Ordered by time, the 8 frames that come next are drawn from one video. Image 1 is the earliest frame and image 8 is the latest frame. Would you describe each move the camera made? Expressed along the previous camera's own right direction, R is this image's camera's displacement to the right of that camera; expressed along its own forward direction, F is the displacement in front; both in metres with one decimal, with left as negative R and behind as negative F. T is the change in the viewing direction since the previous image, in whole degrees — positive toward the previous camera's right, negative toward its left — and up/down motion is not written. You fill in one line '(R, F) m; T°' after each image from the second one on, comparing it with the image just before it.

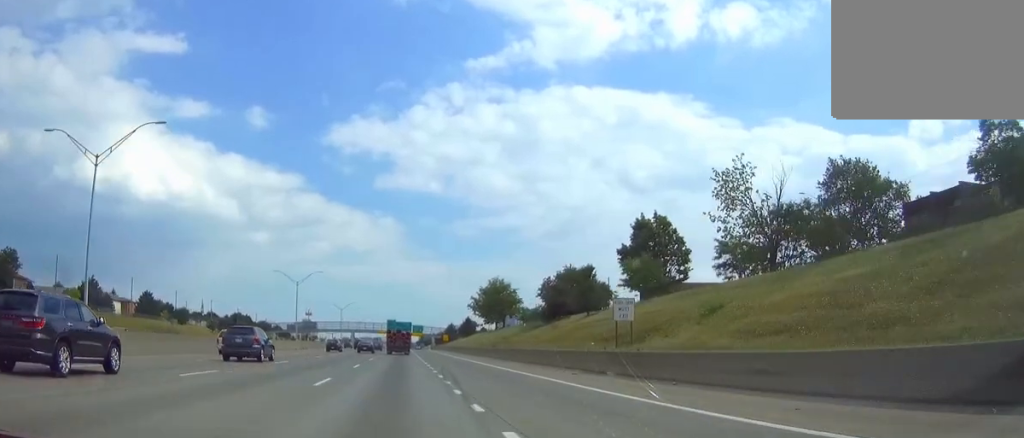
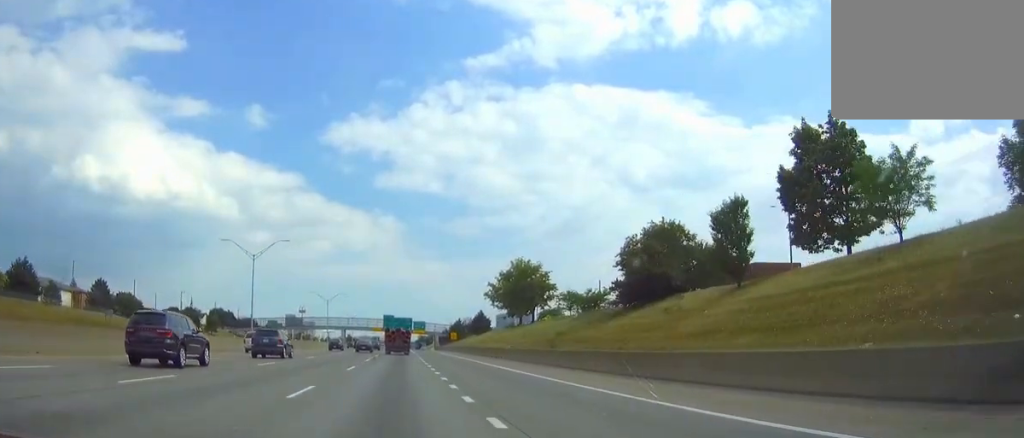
(+0.1, +35.0) m; 0°
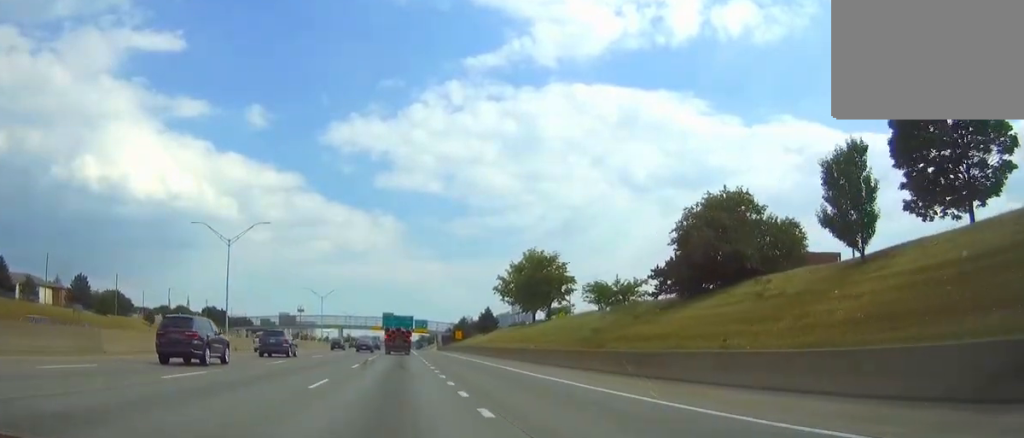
(0.0, +12.1) m; 0°
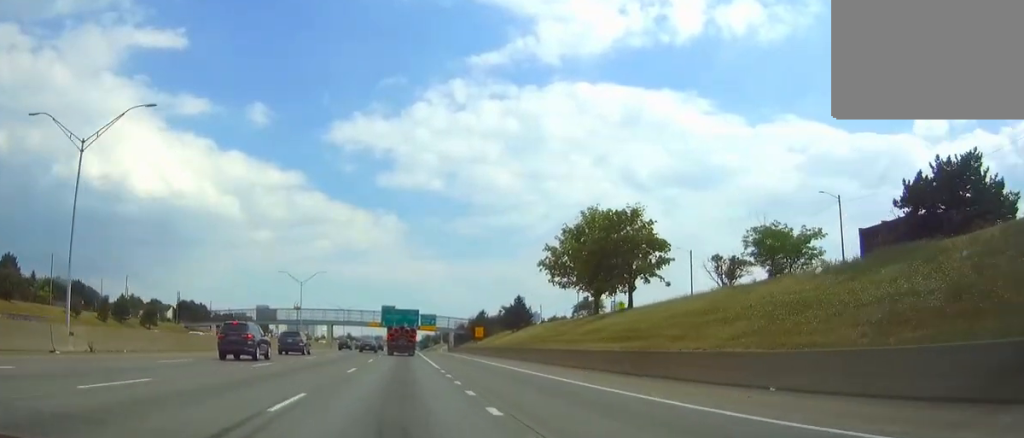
(0.0, +35.6) m; 0°
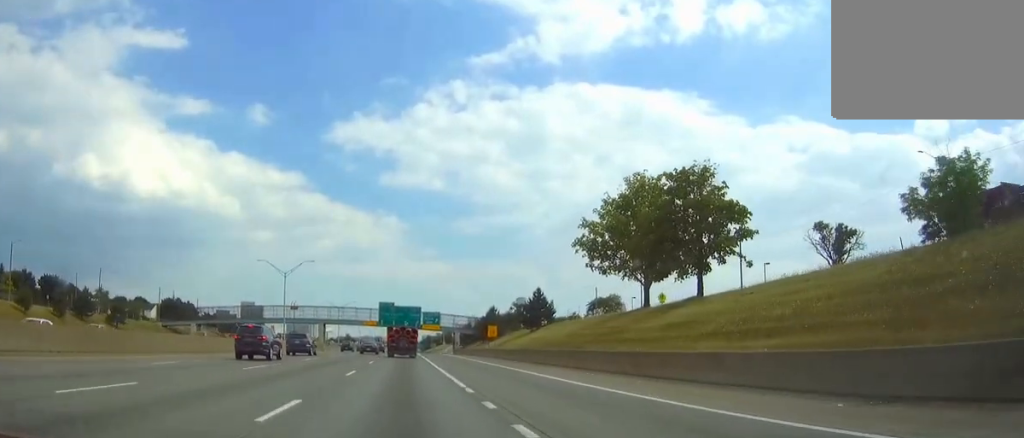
(0.0, +16.6) m; 0°
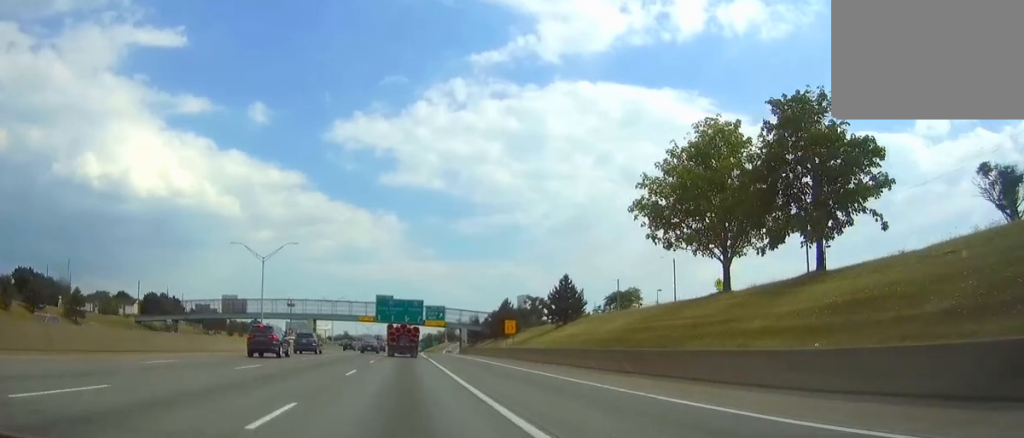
(0.0, +16.0) m; 0°
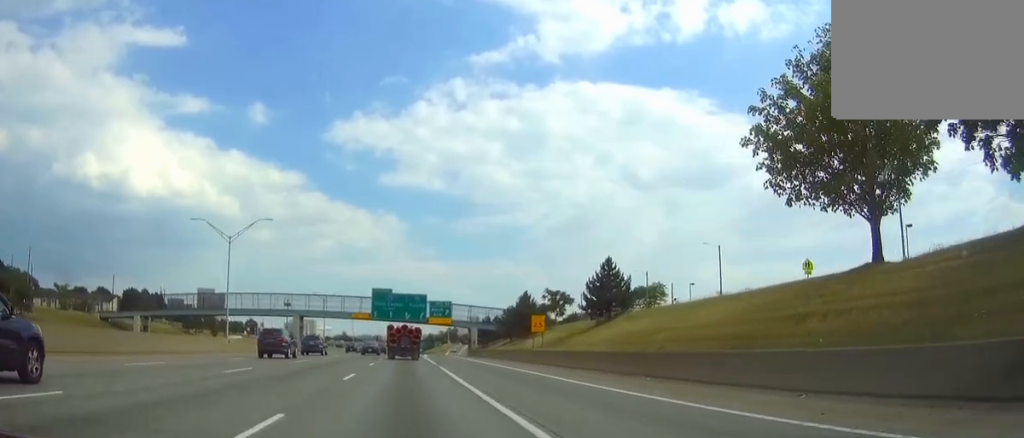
(0.0, +17.4) m; 0°
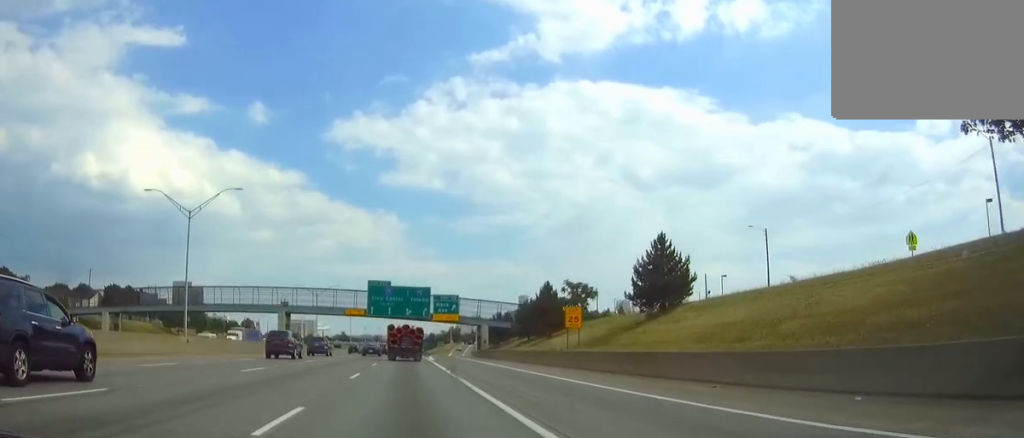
(0.0, +13.3) m; 0°
